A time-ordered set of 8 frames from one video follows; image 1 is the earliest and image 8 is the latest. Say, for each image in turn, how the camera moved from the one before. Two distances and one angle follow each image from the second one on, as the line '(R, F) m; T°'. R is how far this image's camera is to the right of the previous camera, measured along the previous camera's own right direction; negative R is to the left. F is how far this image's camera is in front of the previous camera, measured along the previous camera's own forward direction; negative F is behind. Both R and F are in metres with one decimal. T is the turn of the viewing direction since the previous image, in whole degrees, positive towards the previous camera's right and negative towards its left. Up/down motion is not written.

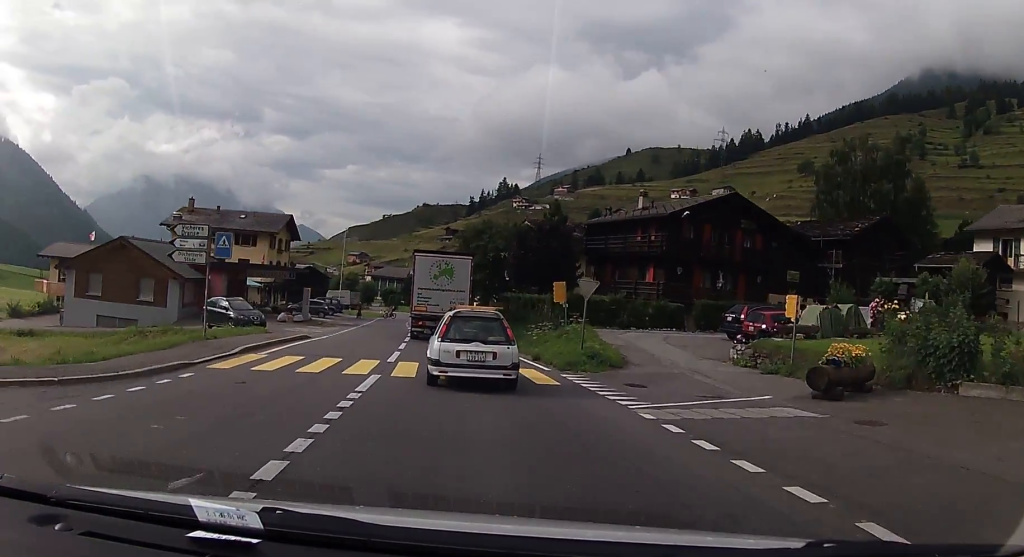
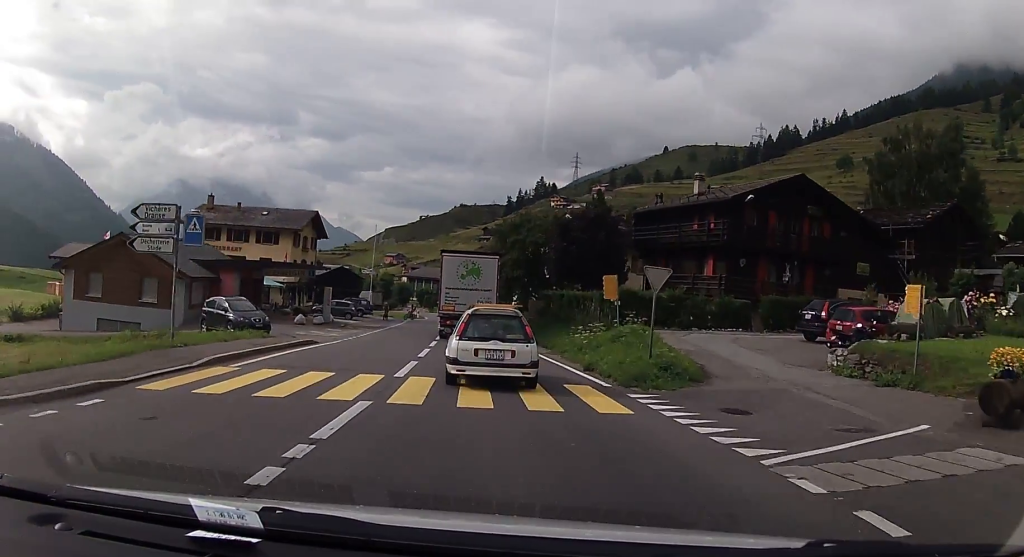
(+0.1, +4.7) m; -4°
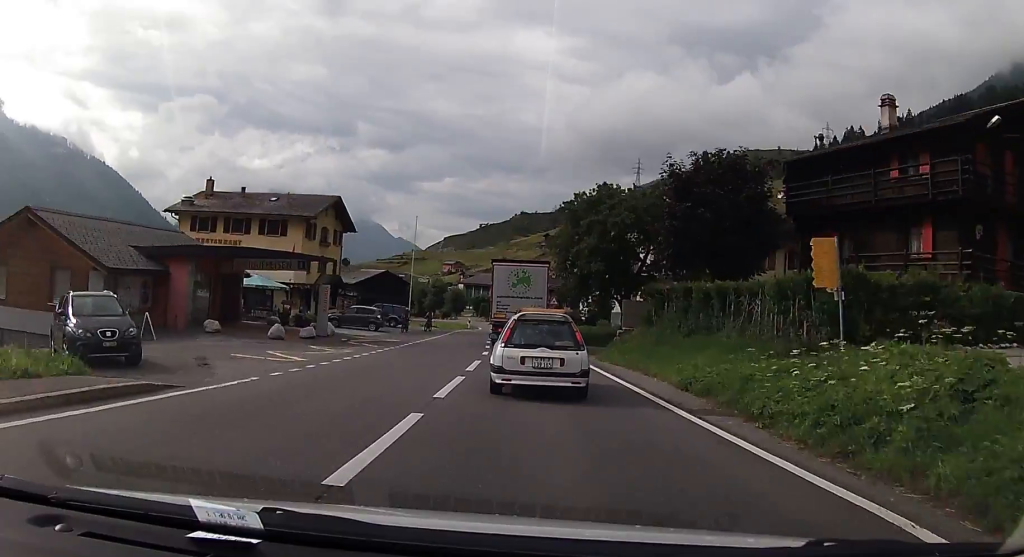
(-1.5, +14.6) m; -7°
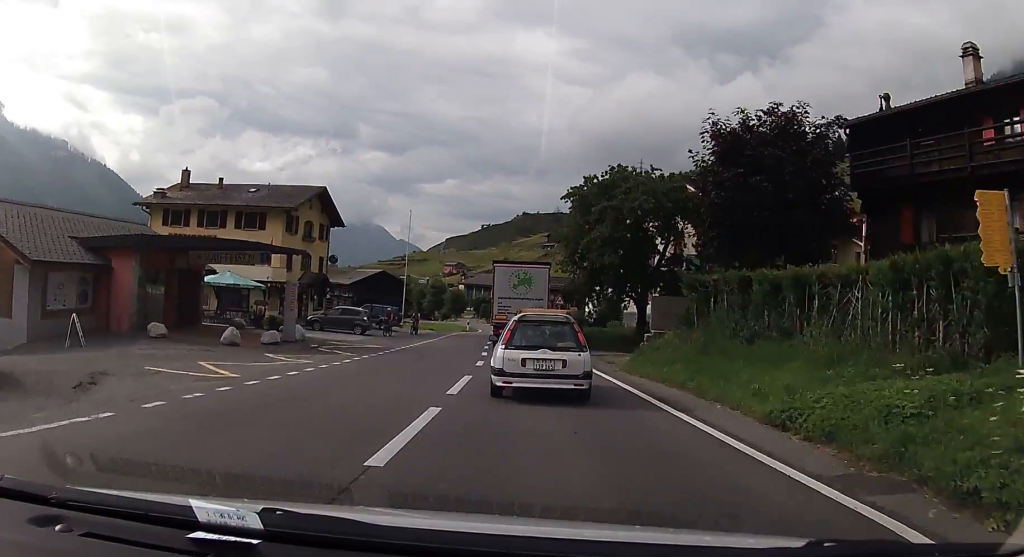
(0.0, +5.1) m; -1°
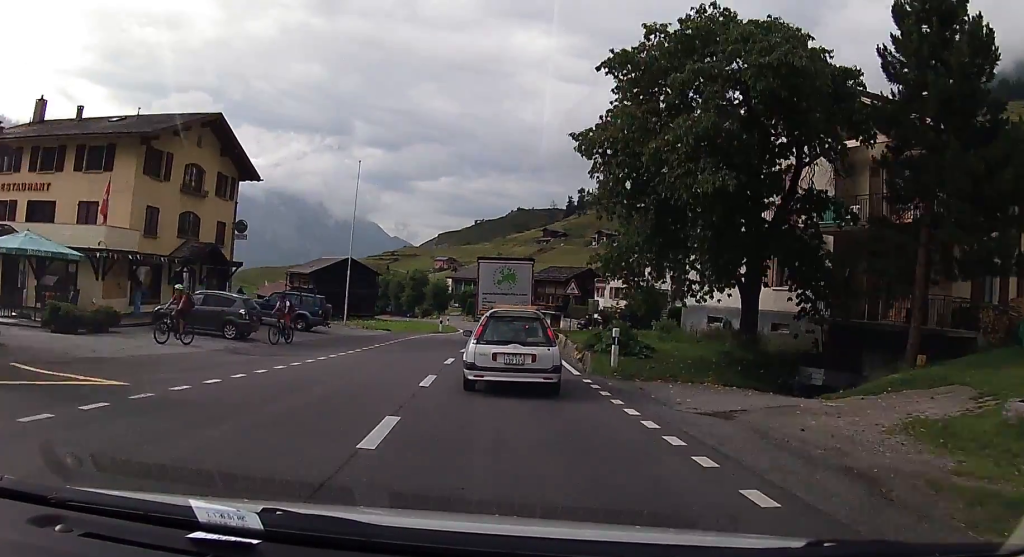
(+0.6, +19.5) m; +1°
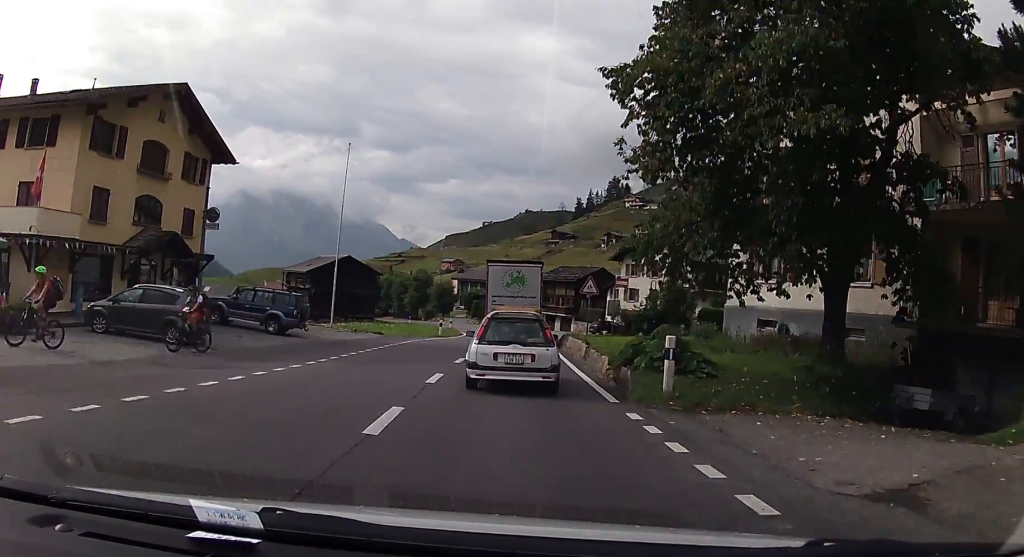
(-0.3, +5.2) m; -1°
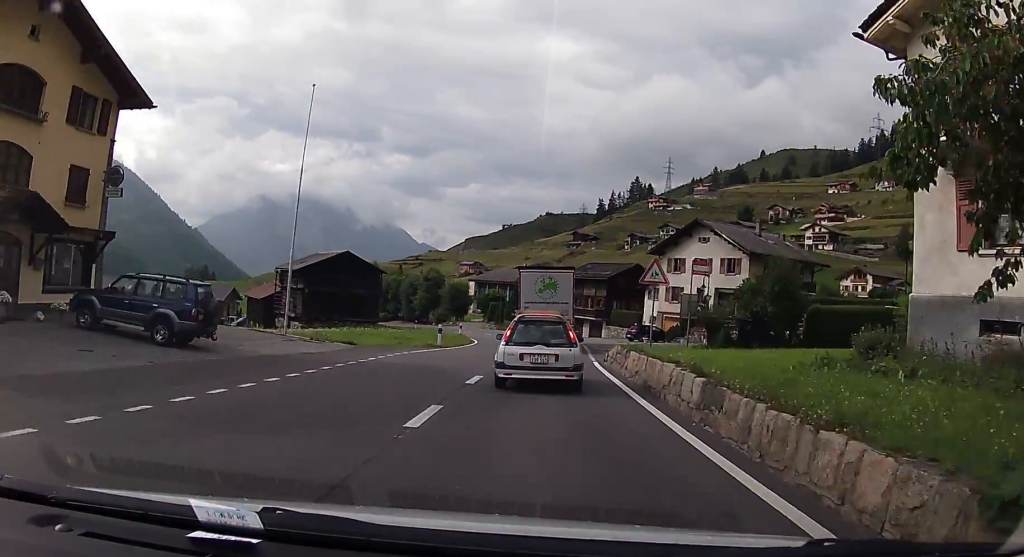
(0.0, +11.4) m; -1°
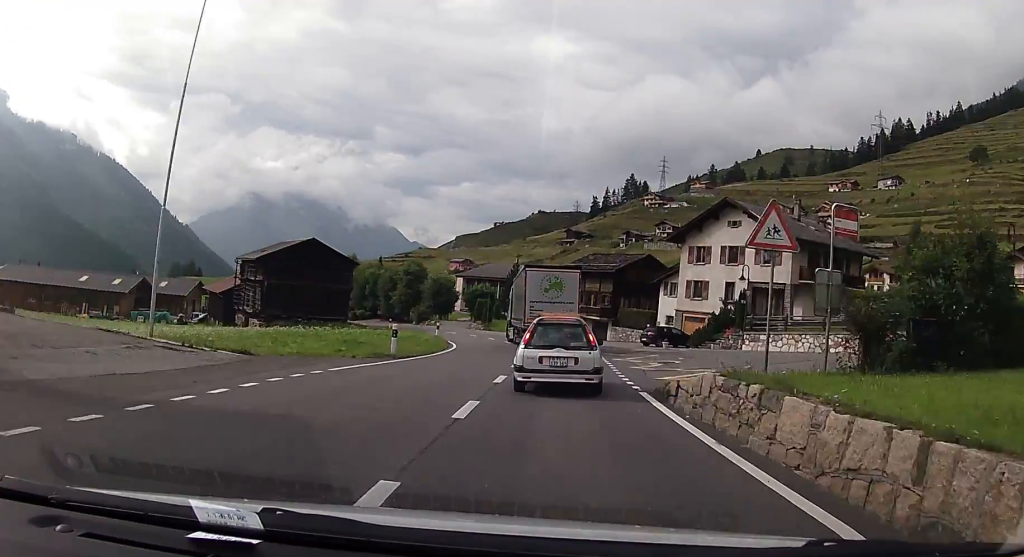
(-0.3, +10.7) m; -1°
